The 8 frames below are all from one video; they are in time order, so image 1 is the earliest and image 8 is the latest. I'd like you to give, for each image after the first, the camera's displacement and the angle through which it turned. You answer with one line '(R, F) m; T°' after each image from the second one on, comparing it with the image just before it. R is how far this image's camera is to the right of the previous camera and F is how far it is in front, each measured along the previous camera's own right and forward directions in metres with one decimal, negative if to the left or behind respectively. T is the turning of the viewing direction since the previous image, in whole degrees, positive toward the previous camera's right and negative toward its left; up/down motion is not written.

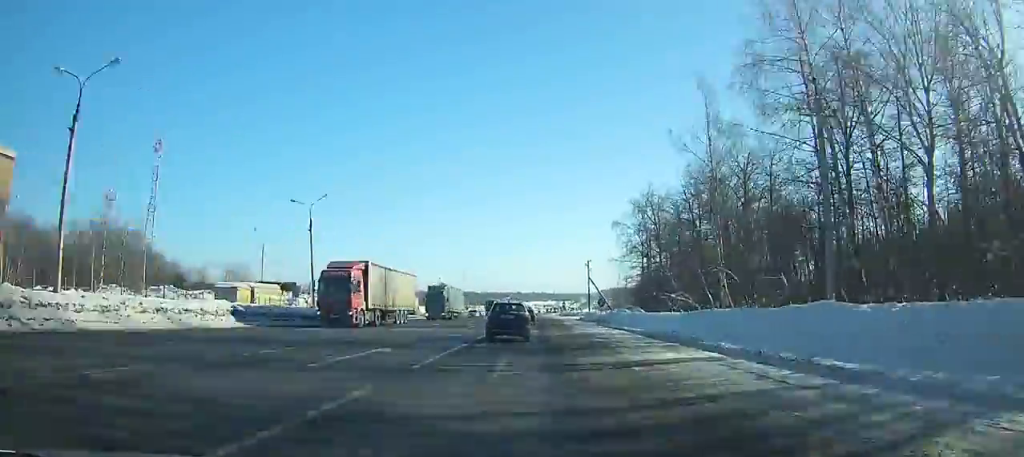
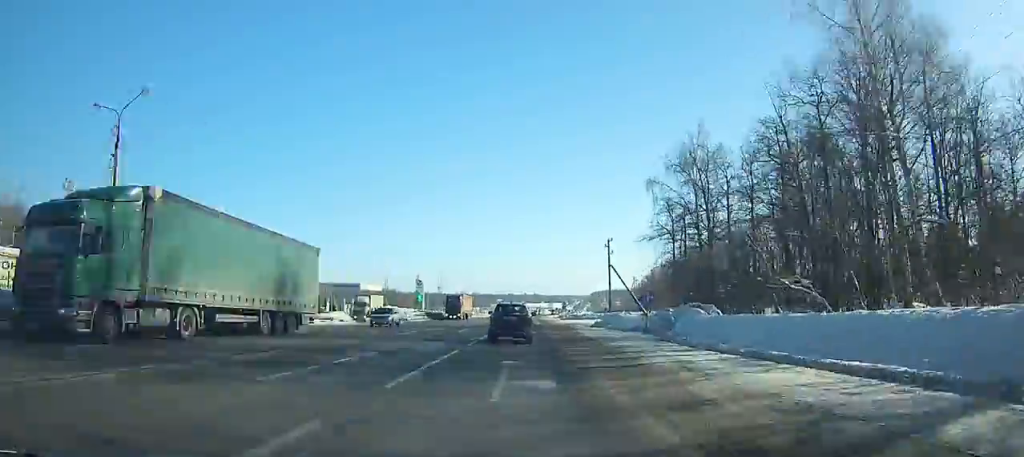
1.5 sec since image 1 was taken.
(+0.2, +26.4) m; 0°
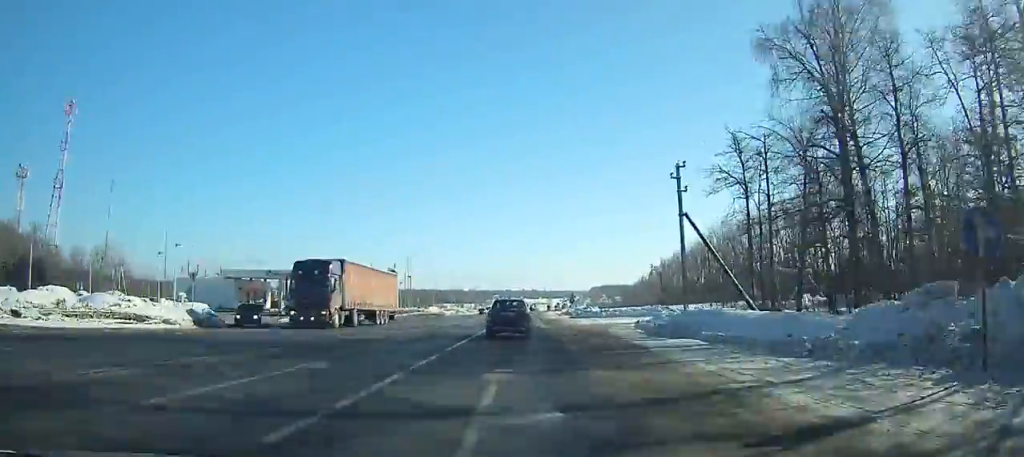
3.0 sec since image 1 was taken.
(+0.2, +27.0) m; 0°
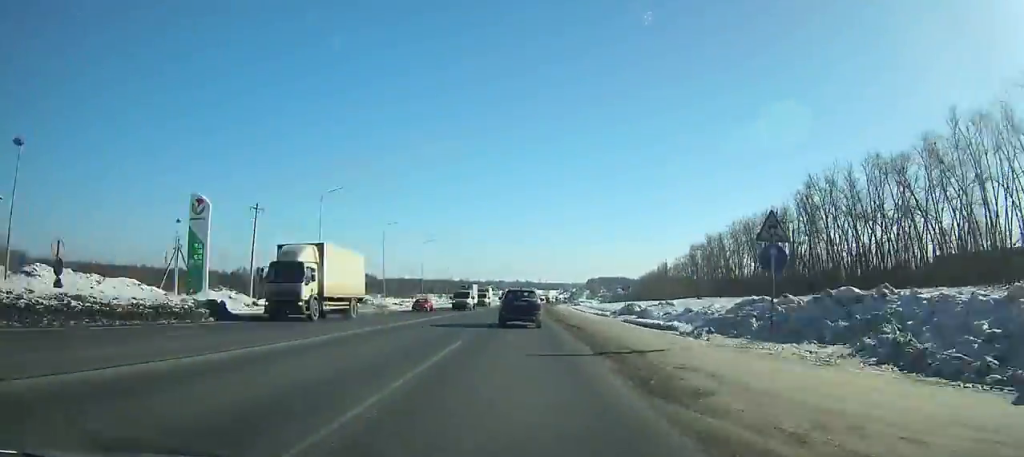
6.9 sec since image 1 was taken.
(0.0, +74.9) m; +1°
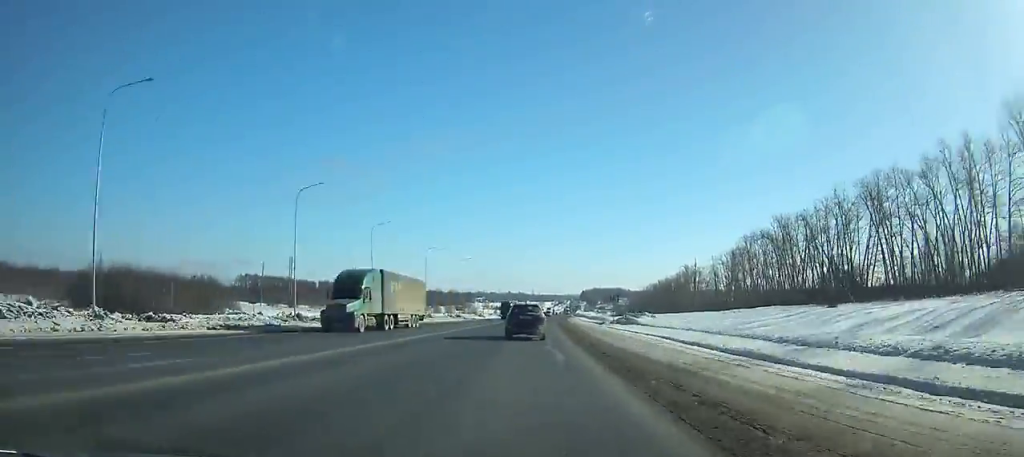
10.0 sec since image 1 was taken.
(+1.0, +63.3) m; +2°
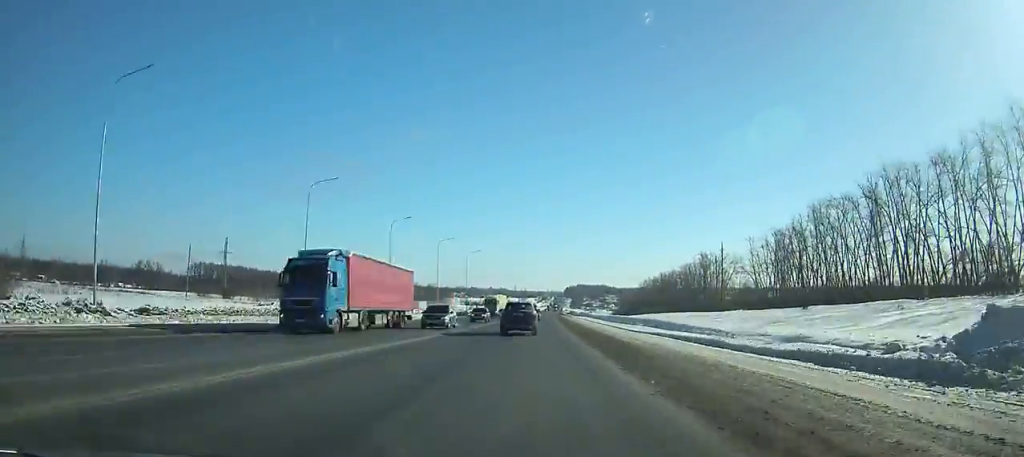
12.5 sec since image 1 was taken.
(+0.5, +53.2) m; +2°
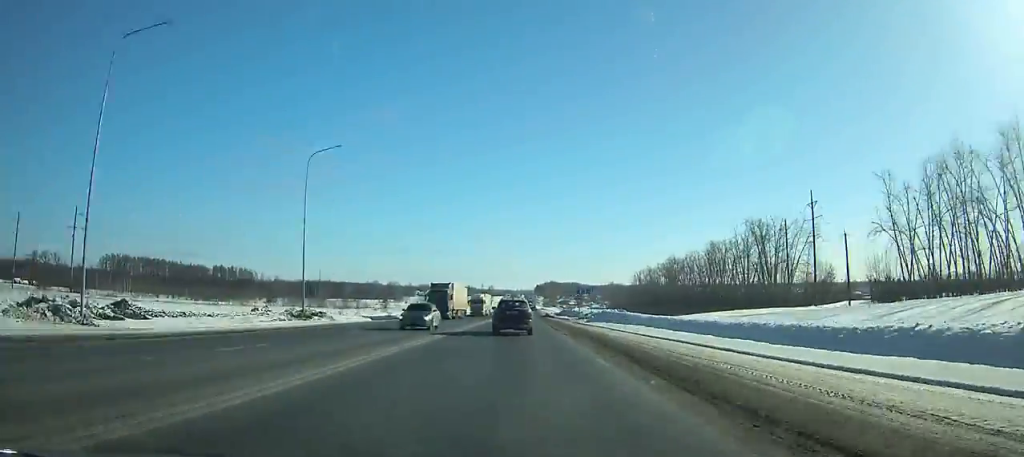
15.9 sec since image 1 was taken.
(+1.7, +75.8) m; +2°
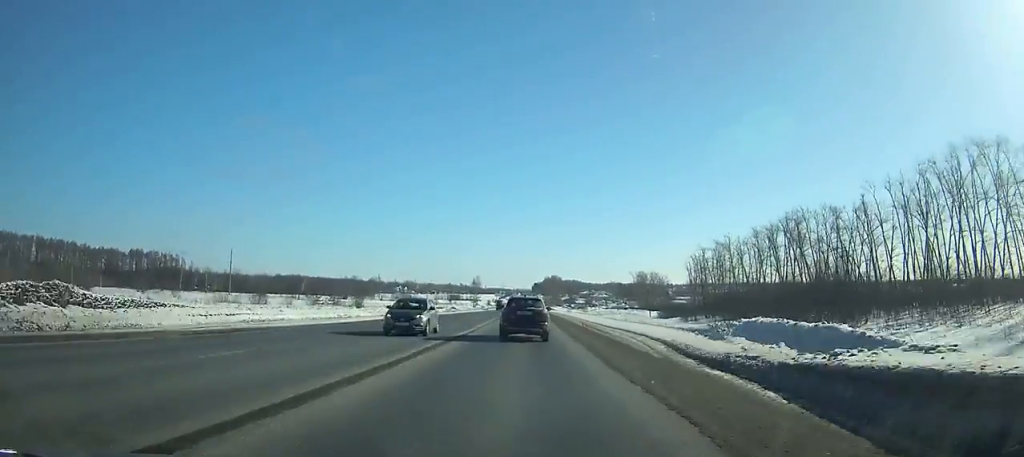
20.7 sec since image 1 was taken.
(+1.0, +109.2) m; +1°
